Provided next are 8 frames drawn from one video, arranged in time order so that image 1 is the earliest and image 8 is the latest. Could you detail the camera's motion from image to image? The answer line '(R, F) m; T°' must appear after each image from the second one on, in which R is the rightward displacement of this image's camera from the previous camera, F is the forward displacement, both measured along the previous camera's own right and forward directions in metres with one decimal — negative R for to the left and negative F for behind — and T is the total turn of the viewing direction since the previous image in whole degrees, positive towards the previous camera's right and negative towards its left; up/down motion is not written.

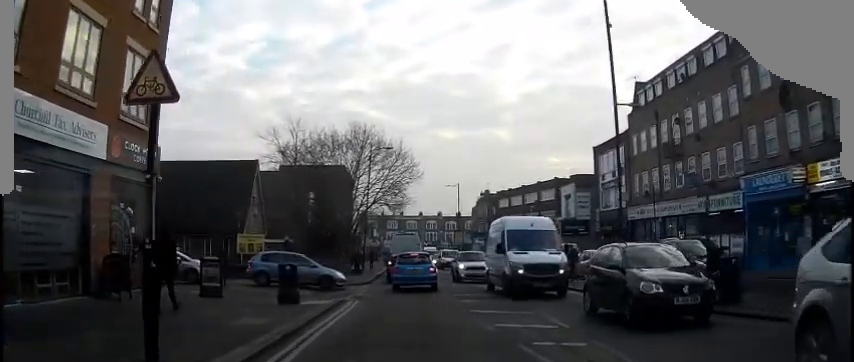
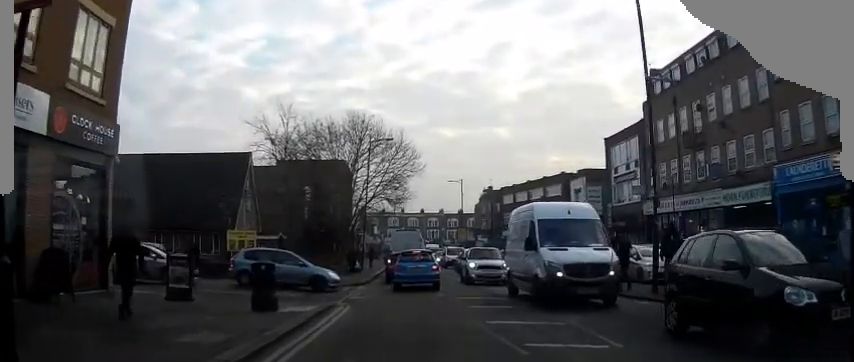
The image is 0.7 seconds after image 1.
(0.0, +2.3) m; +1°
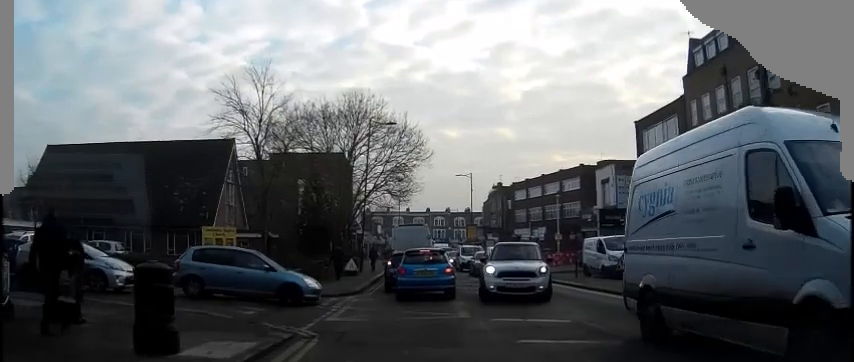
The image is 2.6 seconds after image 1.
(0.0, +5.0) m; +4°
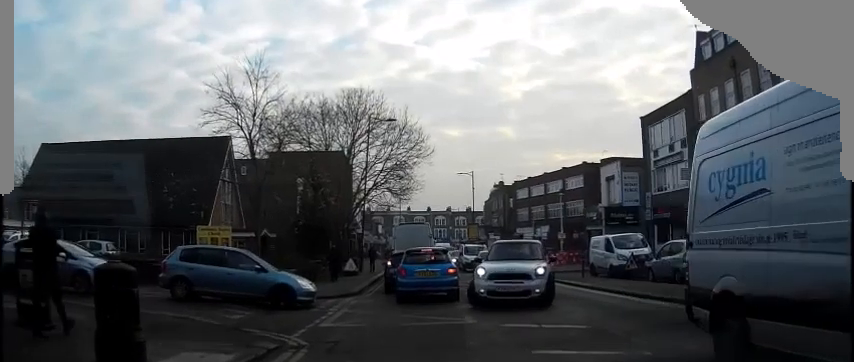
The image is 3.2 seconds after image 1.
(-0.1, +1.0) m; +3°
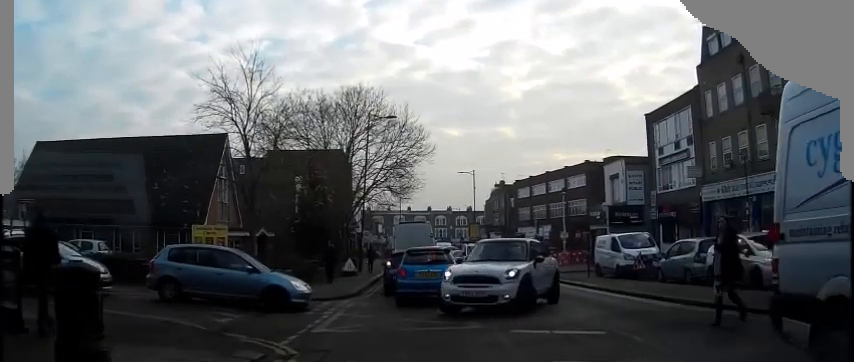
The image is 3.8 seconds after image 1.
(+0.2, +0.8) m; 0°
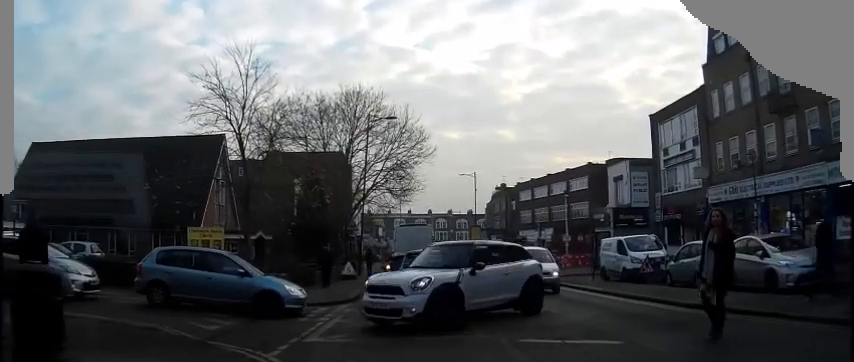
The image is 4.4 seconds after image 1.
(+0.1, +0.7) m; 0°
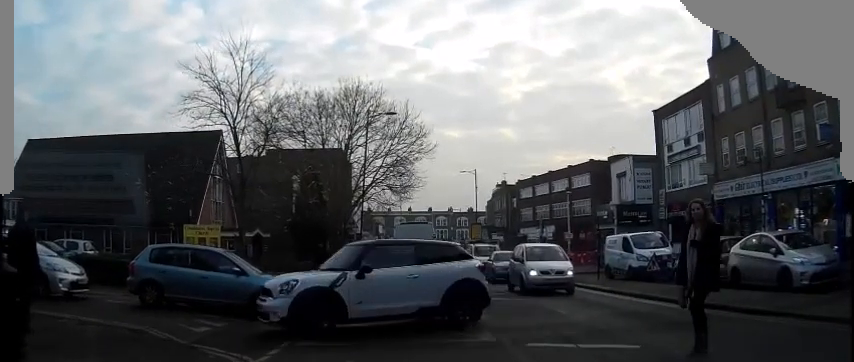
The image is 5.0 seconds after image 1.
(+0.1, +0.5) m; 0°
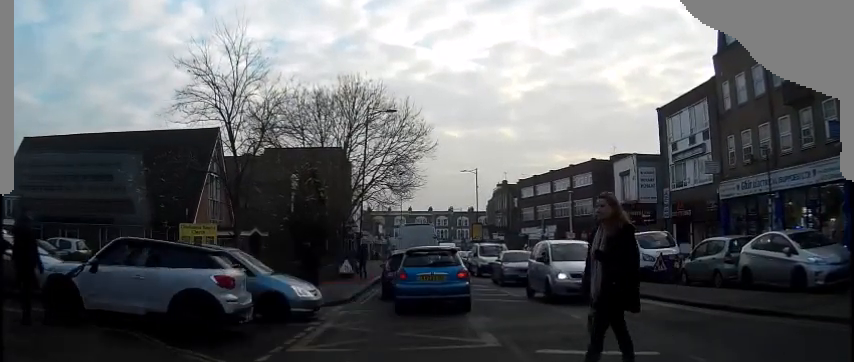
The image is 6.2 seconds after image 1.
(+0.2, +0.4) m; 0°
